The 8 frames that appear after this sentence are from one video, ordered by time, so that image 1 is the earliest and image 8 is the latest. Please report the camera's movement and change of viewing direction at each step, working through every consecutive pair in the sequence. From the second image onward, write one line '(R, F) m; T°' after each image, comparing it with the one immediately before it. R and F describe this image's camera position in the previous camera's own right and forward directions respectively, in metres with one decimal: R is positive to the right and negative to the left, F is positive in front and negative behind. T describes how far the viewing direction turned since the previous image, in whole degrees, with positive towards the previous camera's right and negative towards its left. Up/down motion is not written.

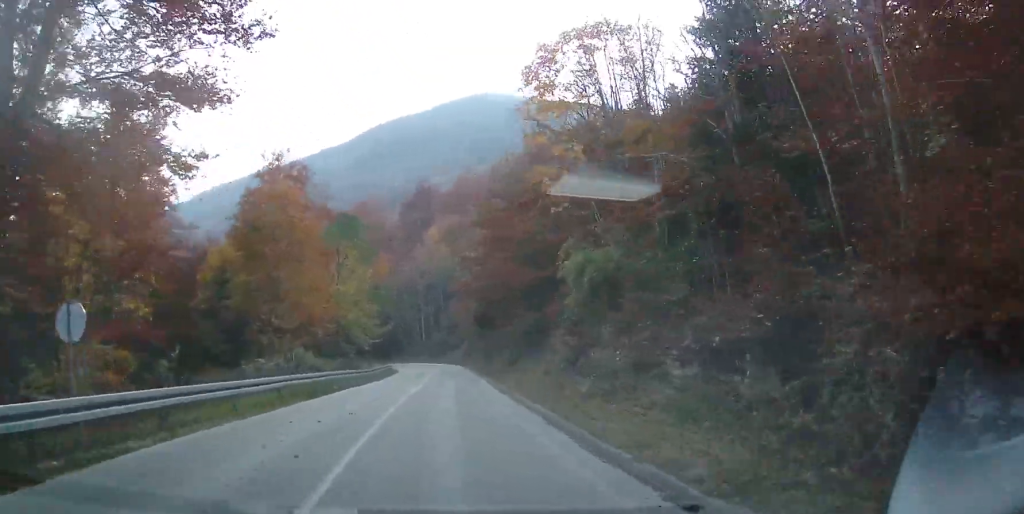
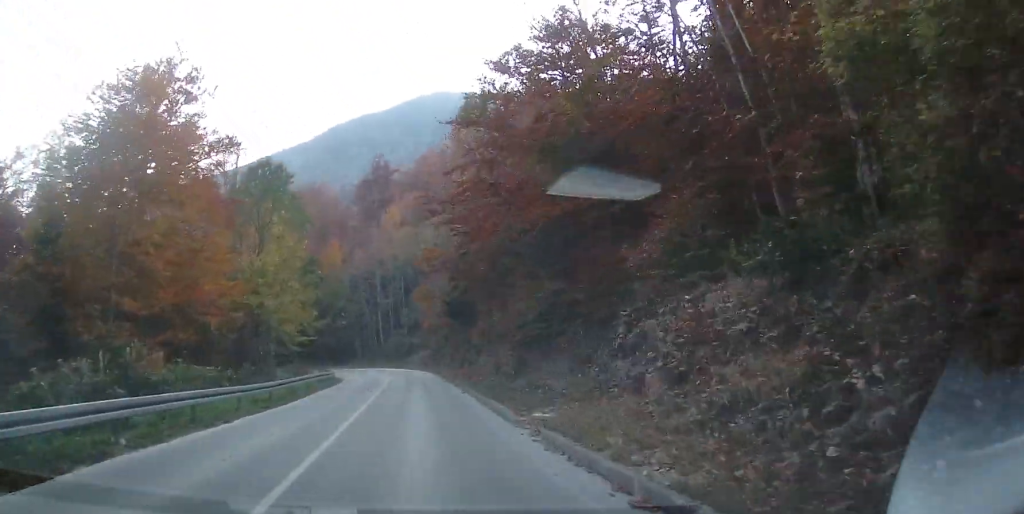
(+1.1, +17.5) m; +6°
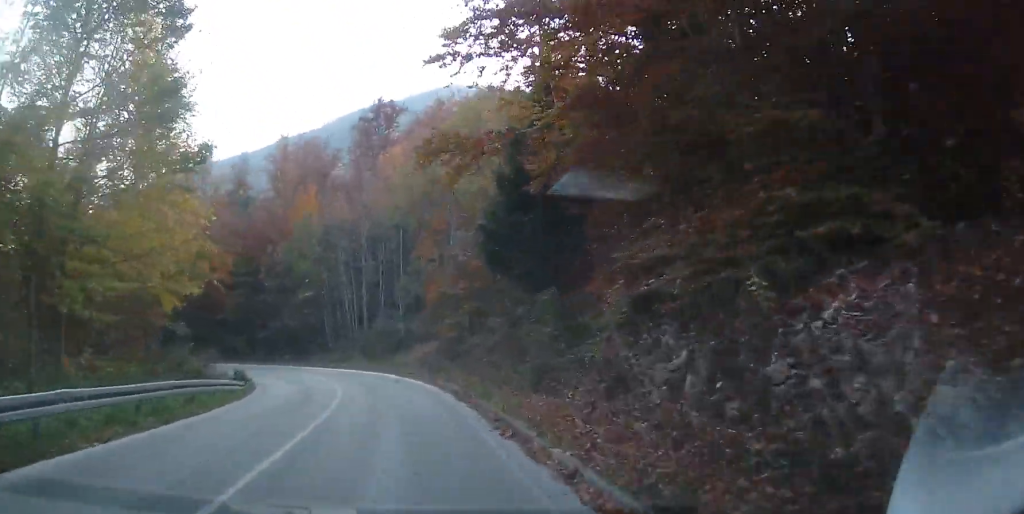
(+0.7, +28.0) m; +1°
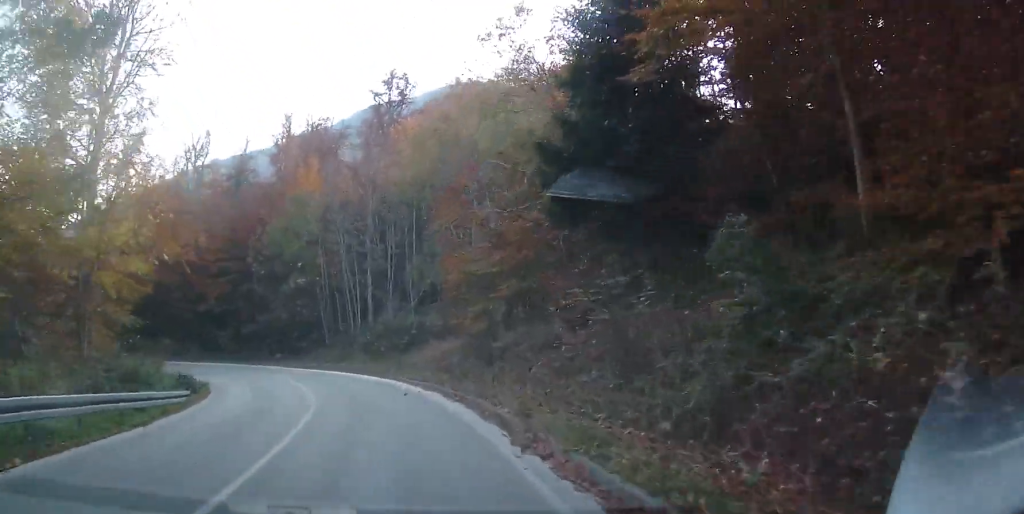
(-0.1, +8.9) m; -1°
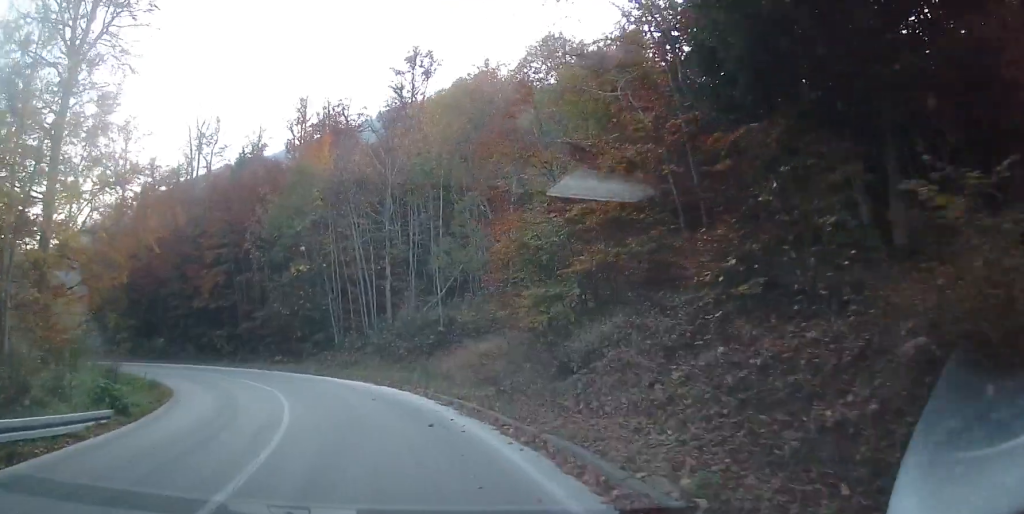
(+0.1, +7.1) m; -2°
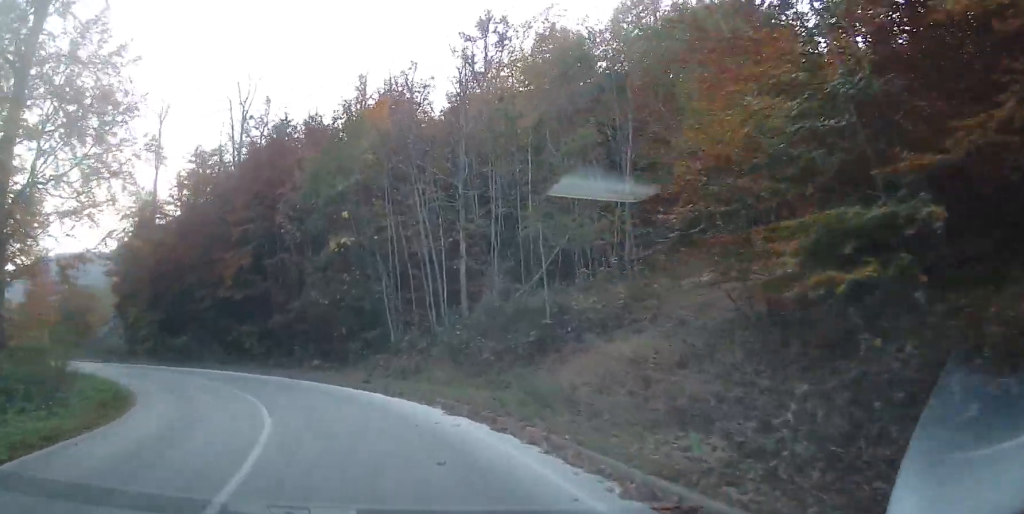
(-0.3, +9.7) m; -6°
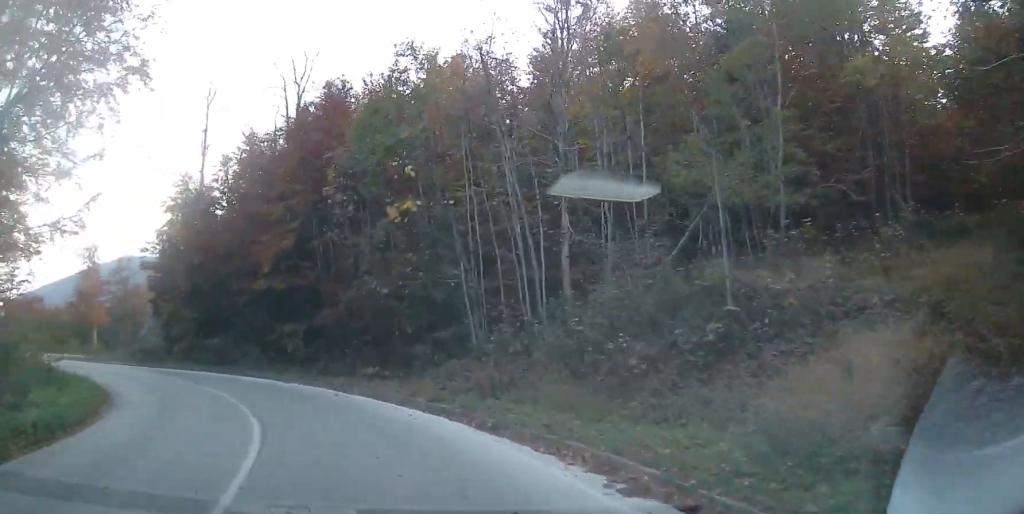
(-0.1, +7.1) m; -7°
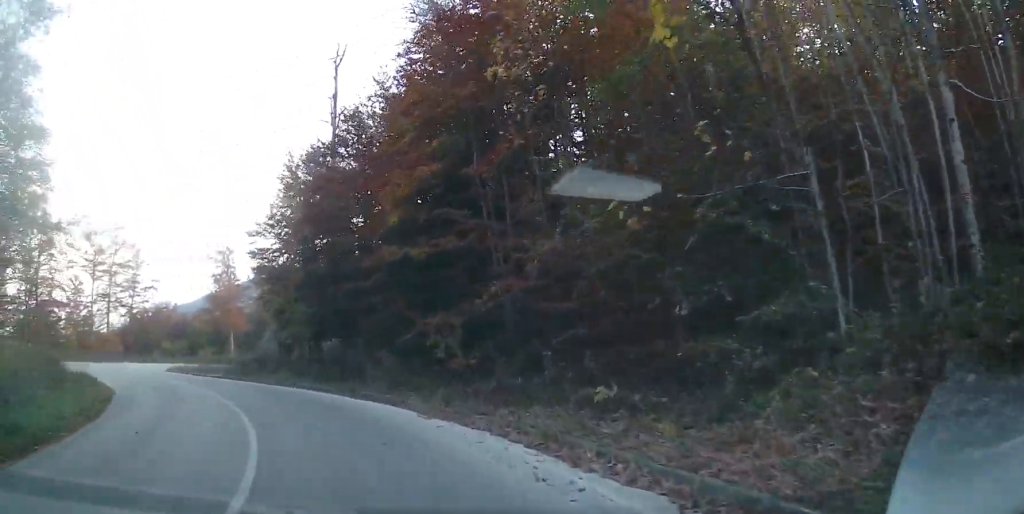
(-1.5, +11.7) m; -18°
